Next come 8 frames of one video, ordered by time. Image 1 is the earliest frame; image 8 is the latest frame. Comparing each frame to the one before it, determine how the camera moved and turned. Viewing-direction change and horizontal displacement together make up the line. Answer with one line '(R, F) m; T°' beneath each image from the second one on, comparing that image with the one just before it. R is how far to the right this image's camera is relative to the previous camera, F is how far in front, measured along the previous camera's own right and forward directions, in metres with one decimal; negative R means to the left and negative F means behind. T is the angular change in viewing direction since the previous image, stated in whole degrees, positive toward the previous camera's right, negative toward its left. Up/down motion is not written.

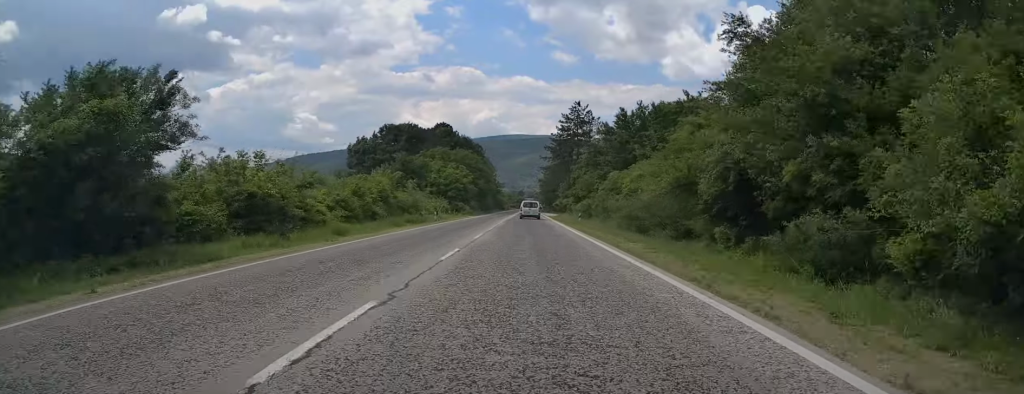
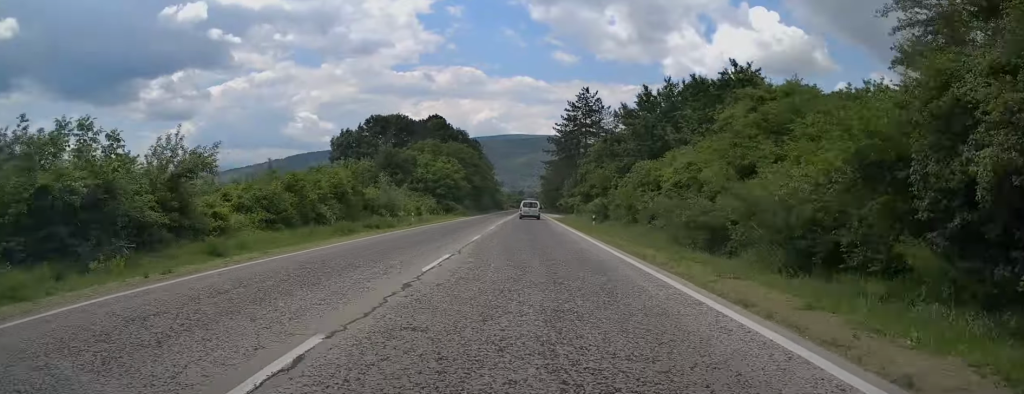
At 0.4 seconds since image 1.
(0.0, +10.9) m; 0°
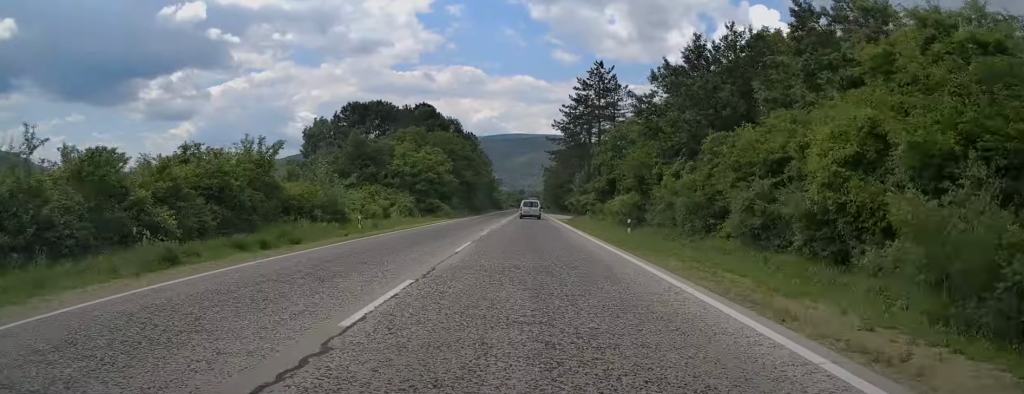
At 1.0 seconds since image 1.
(0.0, +14.2) m; 0°
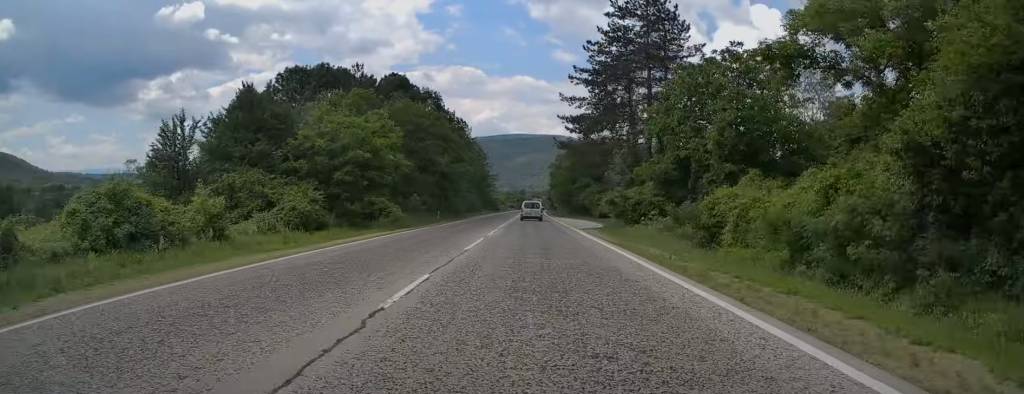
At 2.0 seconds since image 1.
(-0.2, +25.8) m; -1°
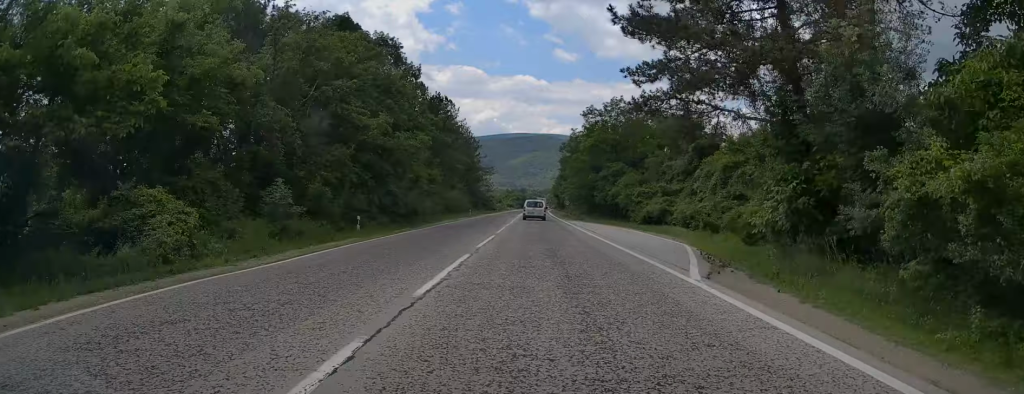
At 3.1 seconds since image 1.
(0.0, +25.7) m; 0°
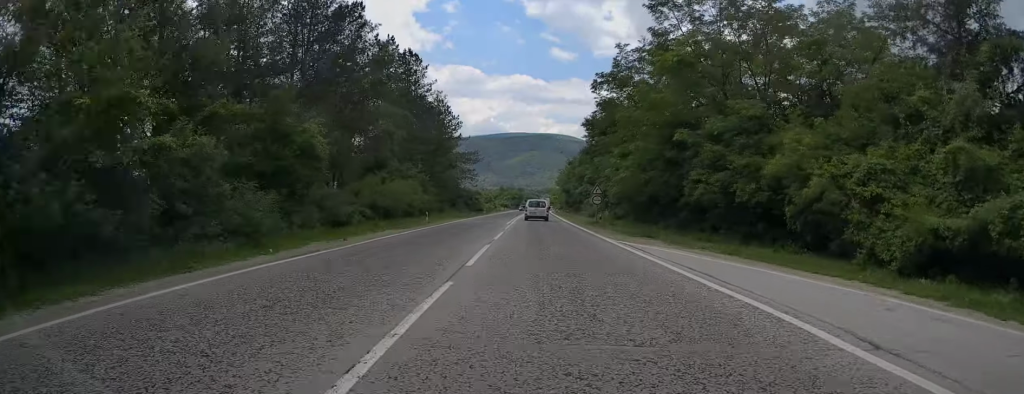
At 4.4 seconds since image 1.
(-0.2, +32.2) m; 0°
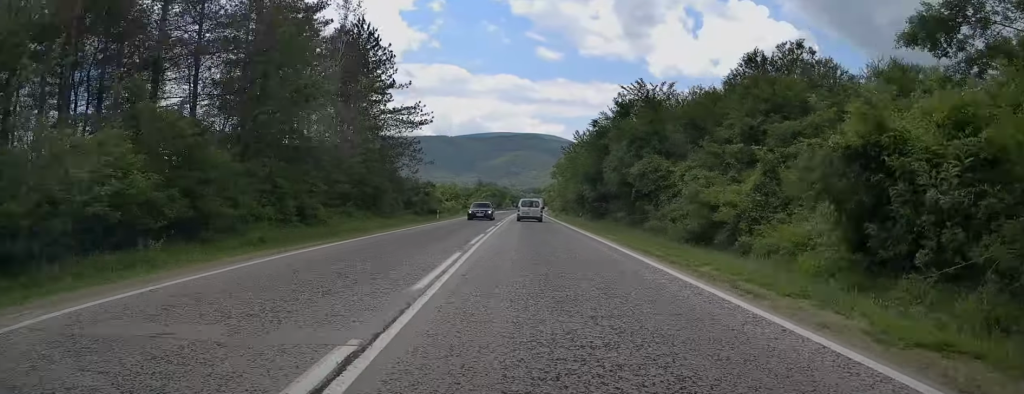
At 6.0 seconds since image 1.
(+0.5, +39.3) m; +1°
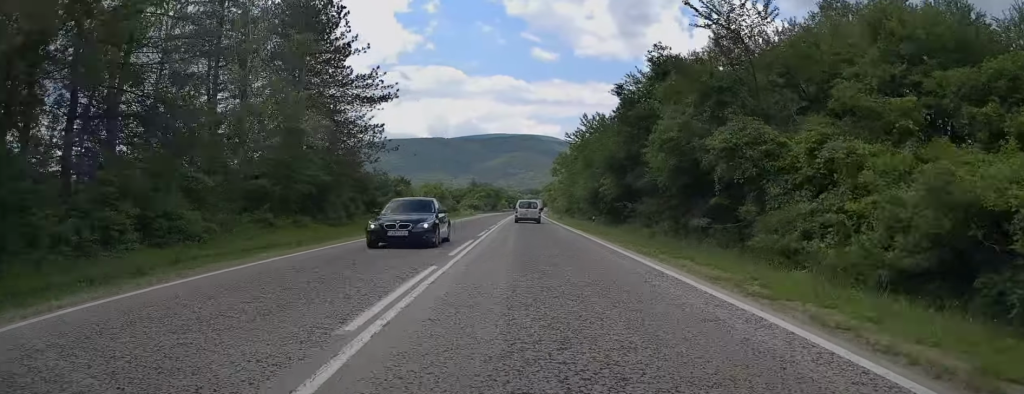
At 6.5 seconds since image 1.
(-0.1, +12.2) m; 0°
